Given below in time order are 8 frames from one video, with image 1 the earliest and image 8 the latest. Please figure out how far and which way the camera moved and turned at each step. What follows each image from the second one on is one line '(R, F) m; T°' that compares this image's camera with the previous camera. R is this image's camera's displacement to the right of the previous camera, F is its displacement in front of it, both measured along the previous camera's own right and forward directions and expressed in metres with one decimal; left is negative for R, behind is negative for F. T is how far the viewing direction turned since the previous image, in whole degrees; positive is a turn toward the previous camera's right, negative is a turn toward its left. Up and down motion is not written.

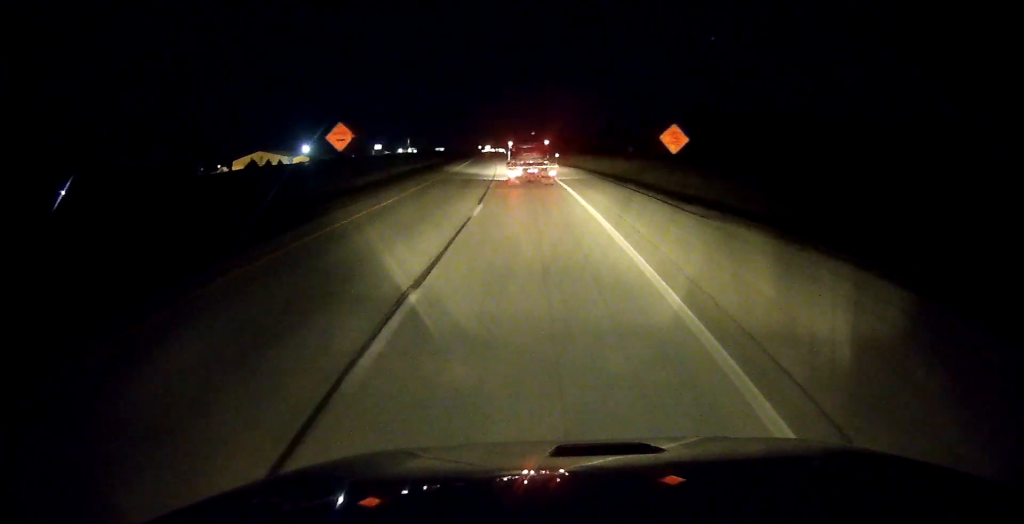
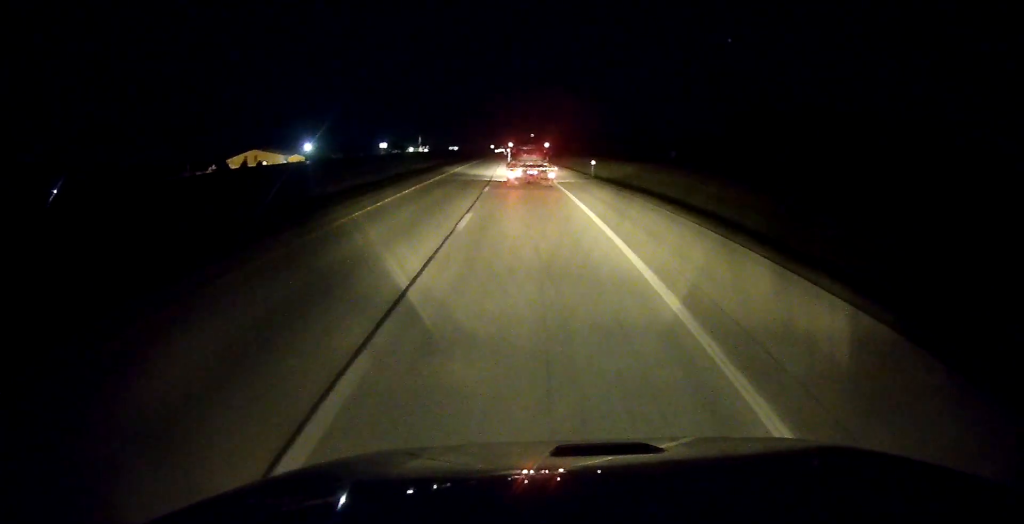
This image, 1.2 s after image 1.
(-0.1, +27.7) m; 0°
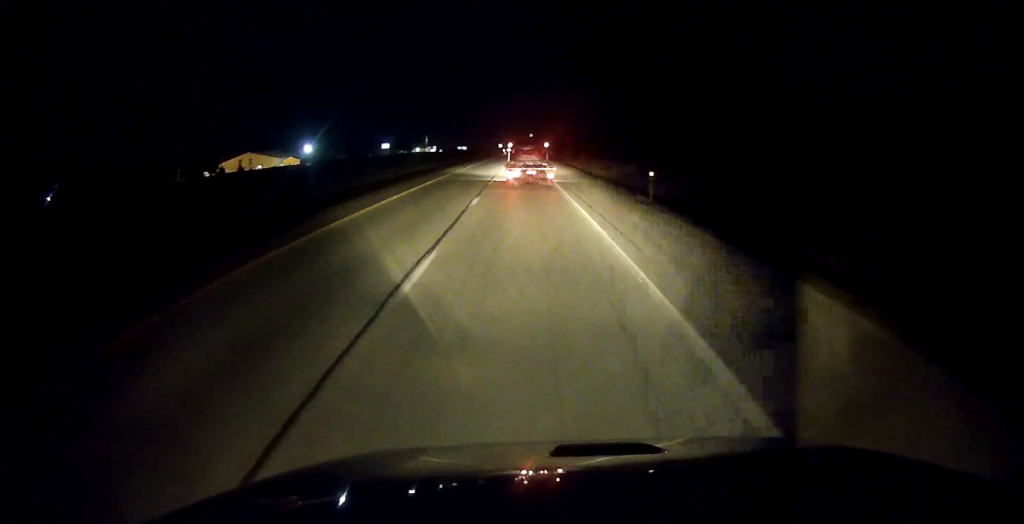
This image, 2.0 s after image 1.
(0.0, +18.7) m; 0°
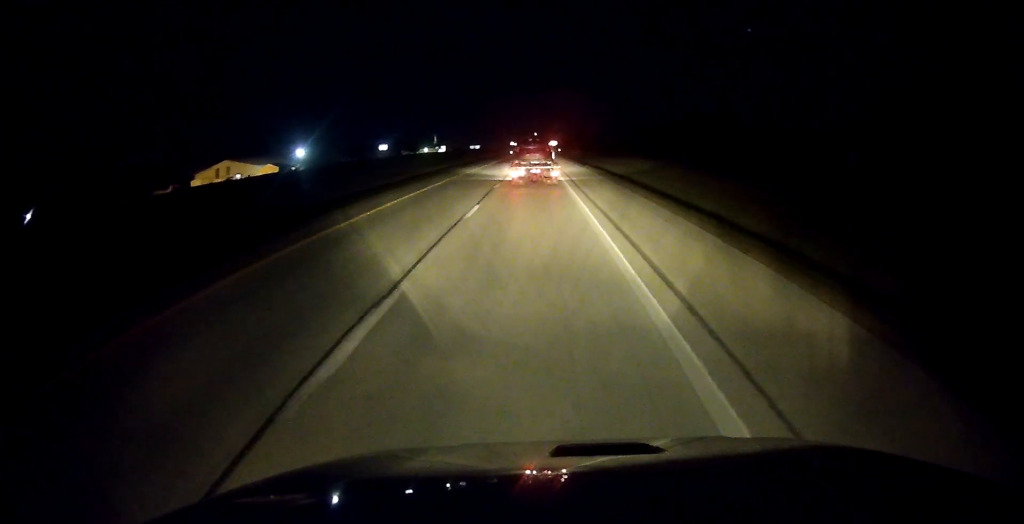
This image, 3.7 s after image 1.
(-0.7, +40.2) m; -2°
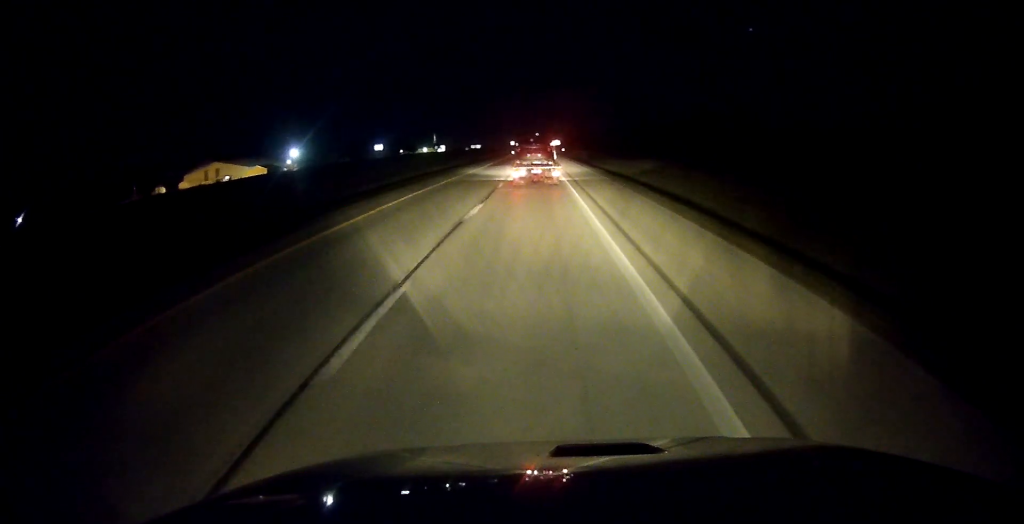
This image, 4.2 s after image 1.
(0.0, +12.0) m; 0°
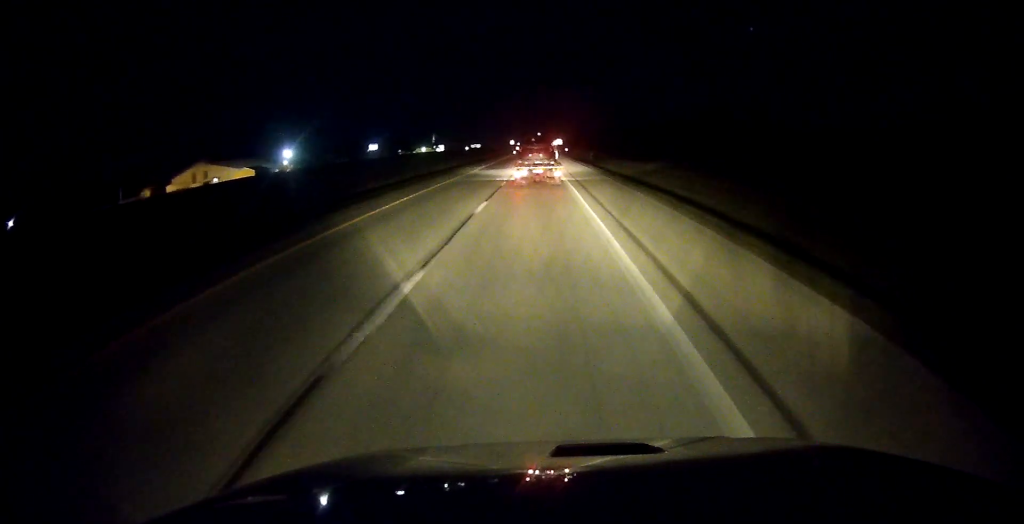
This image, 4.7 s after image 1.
(0.0, +11.2) m; 0°
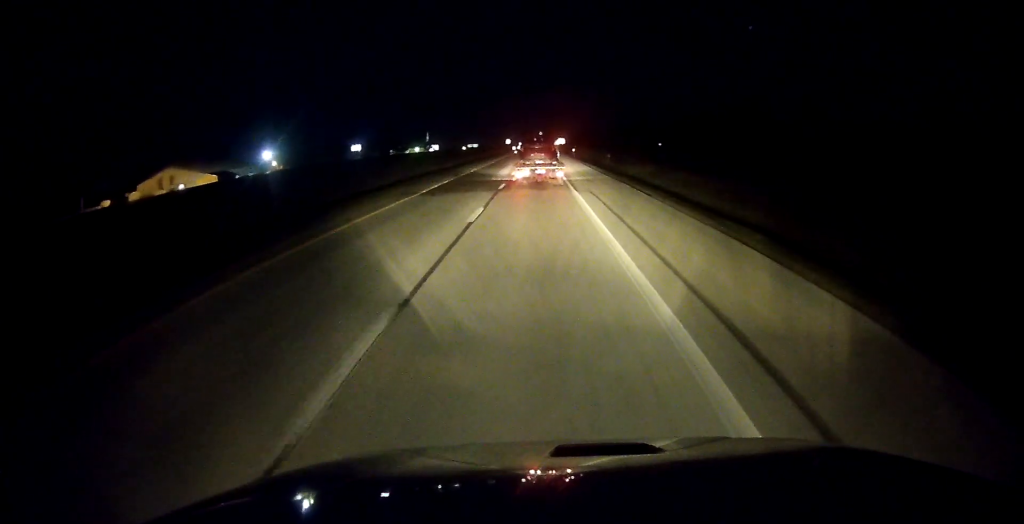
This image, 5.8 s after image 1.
(+0.2, +26.8) m; 0°
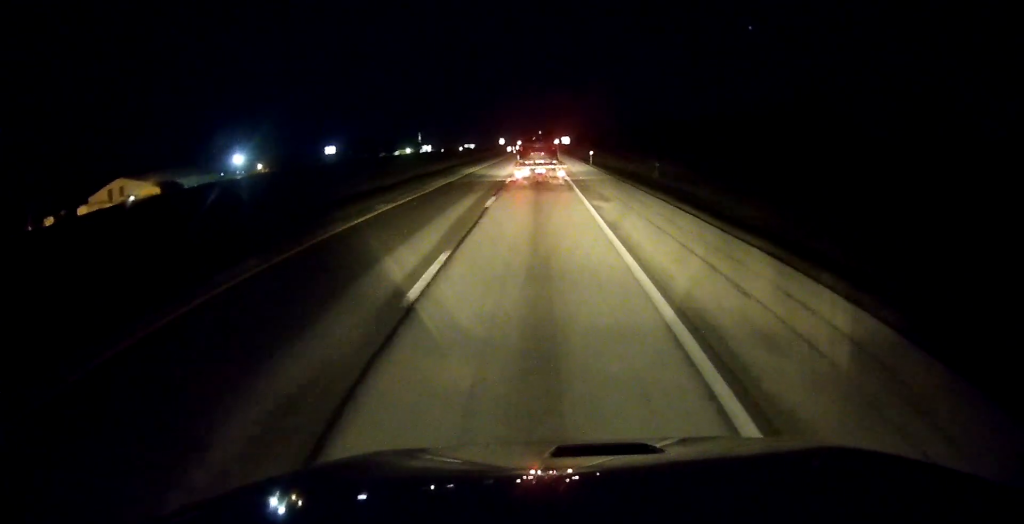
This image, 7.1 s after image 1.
(-0.1, +32.5) m; 0°
